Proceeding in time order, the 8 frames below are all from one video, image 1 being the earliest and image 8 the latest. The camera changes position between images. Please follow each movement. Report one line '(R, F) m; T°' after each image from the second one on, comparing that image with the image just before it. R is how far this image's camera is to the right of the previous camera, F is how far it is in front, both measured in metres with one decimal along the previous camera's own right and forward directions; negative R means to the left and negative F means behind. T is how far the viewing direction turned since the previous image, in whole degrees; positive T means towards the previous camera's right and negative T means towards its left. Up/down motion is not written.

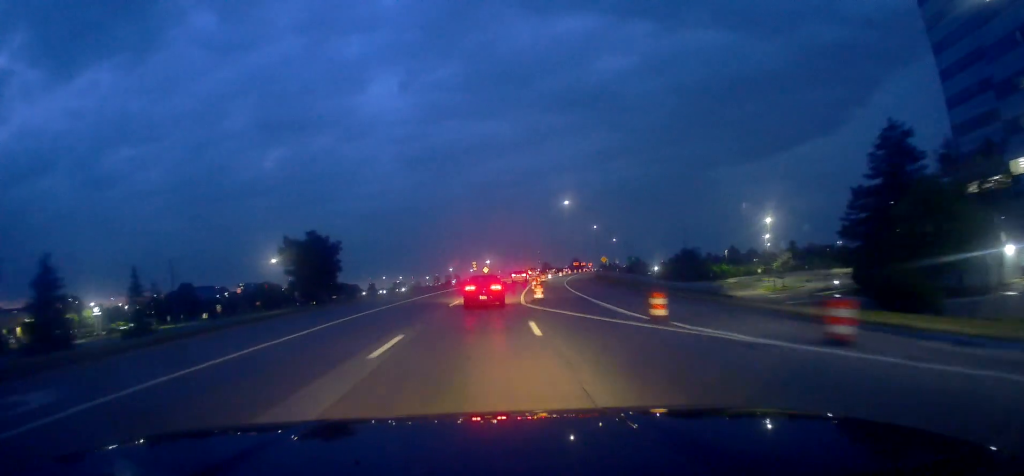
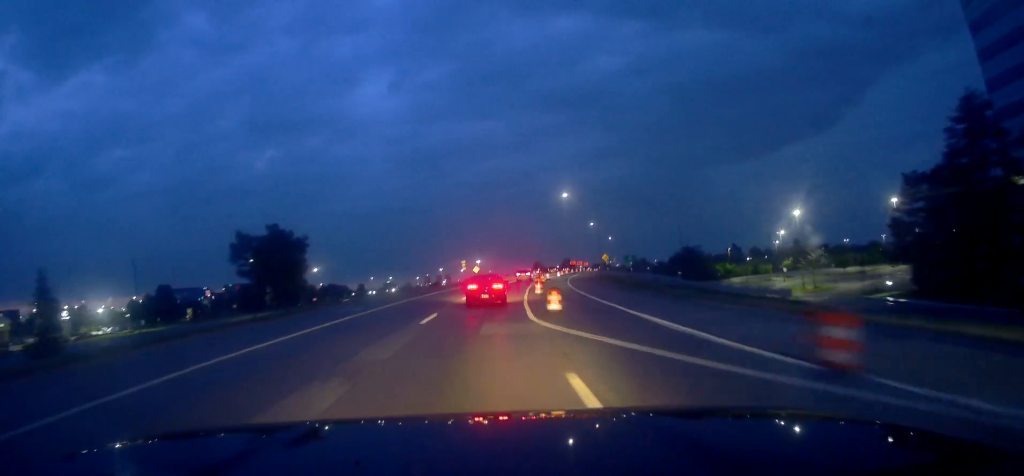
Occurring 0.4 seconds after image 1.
(+0.1, +10.1) m; -1°
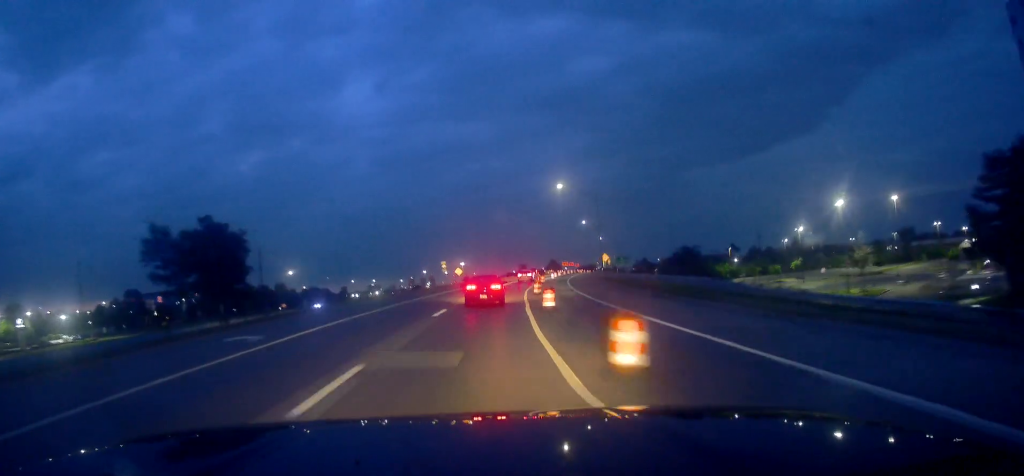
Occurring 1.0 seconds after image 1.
(-0.2, +12.5) m; +1°
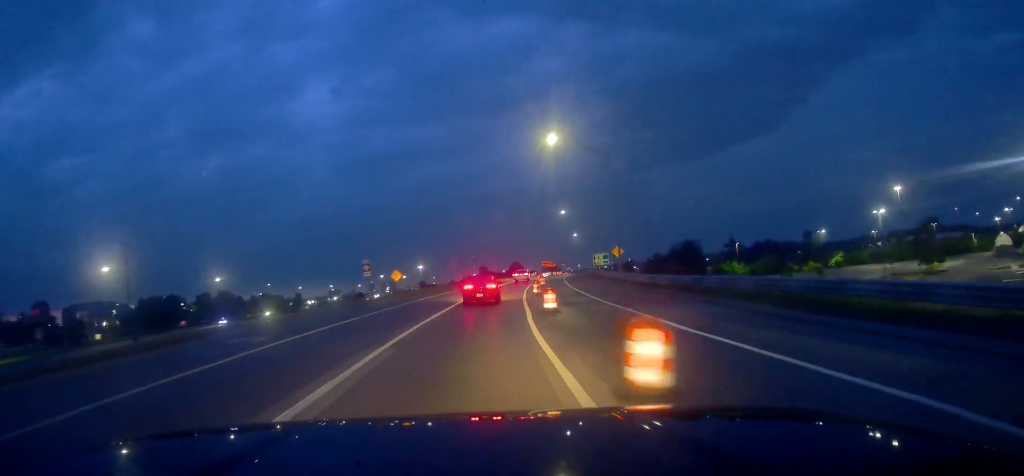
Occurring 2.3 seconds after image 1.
(+0.8, +31.5) m; +3°
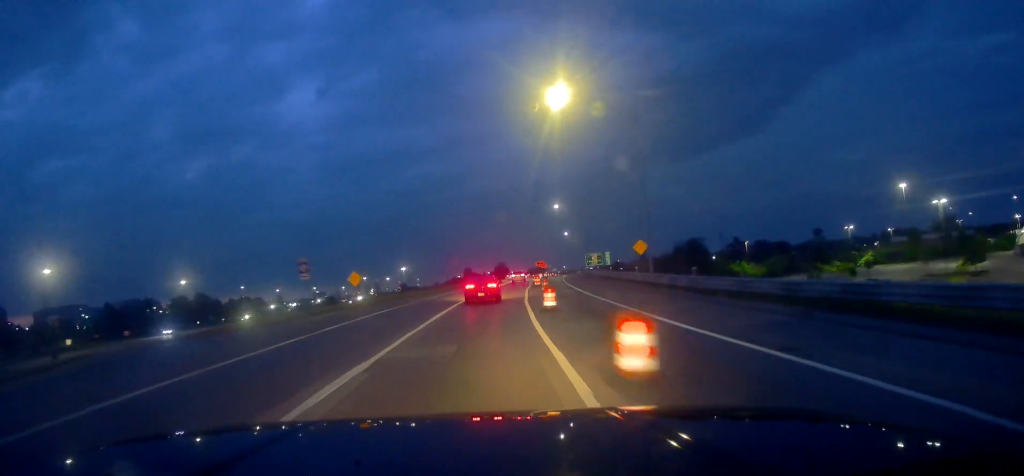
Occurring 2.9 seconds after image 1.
(+0.1, +13.9) m; +1°
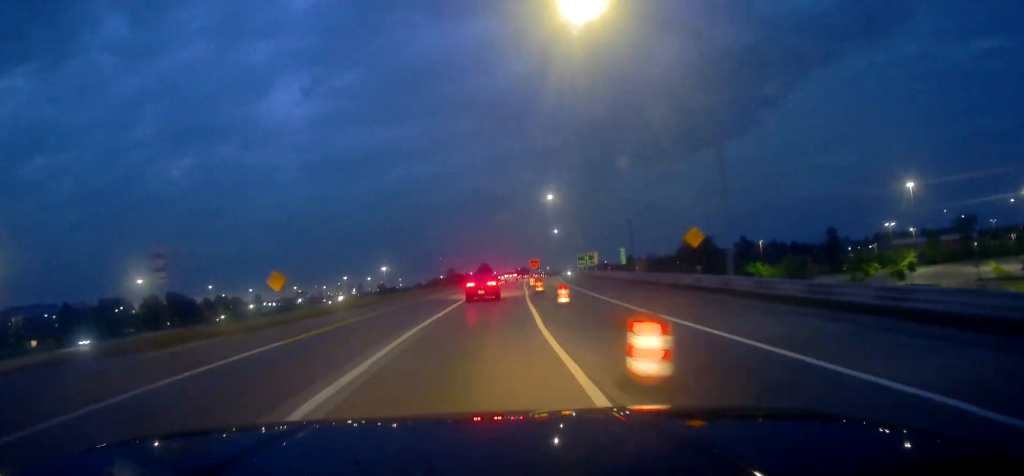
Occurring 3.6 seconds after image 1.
(-0.2, +15.5) m; +2°
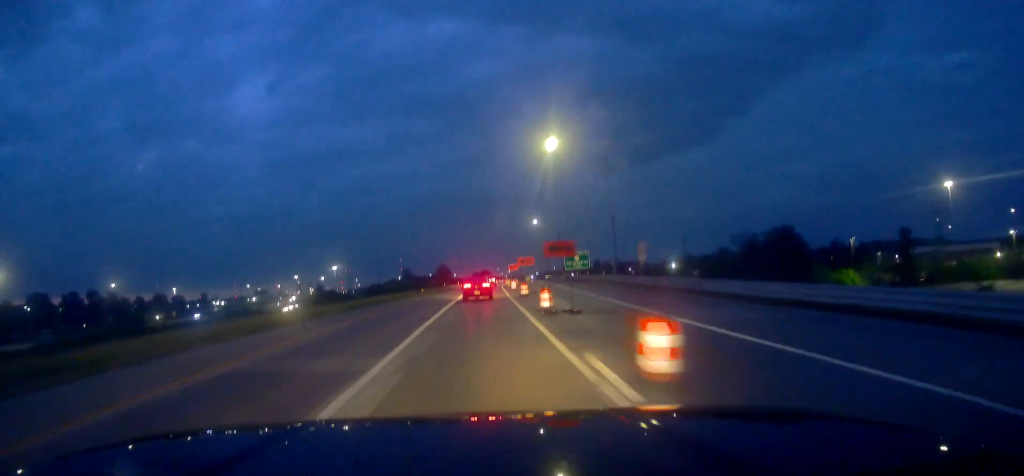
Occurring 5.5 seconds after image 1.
(+1.9, +44.7) m; +6°
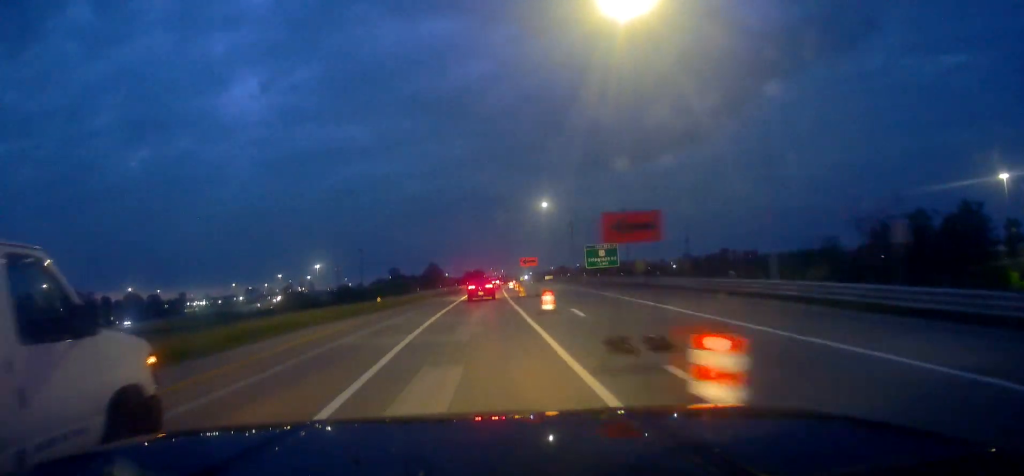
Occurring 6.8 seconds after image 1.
(+1.8, +31.7) m; +3°
